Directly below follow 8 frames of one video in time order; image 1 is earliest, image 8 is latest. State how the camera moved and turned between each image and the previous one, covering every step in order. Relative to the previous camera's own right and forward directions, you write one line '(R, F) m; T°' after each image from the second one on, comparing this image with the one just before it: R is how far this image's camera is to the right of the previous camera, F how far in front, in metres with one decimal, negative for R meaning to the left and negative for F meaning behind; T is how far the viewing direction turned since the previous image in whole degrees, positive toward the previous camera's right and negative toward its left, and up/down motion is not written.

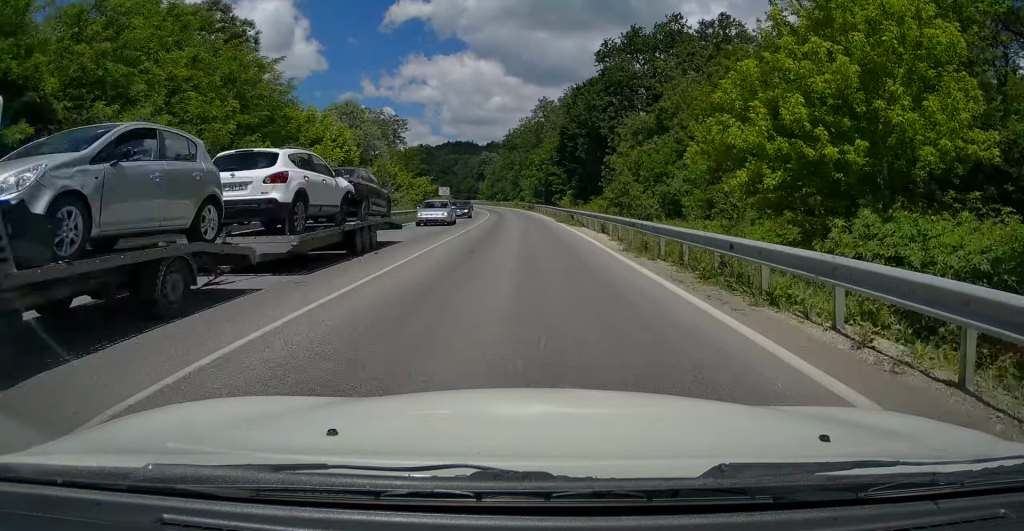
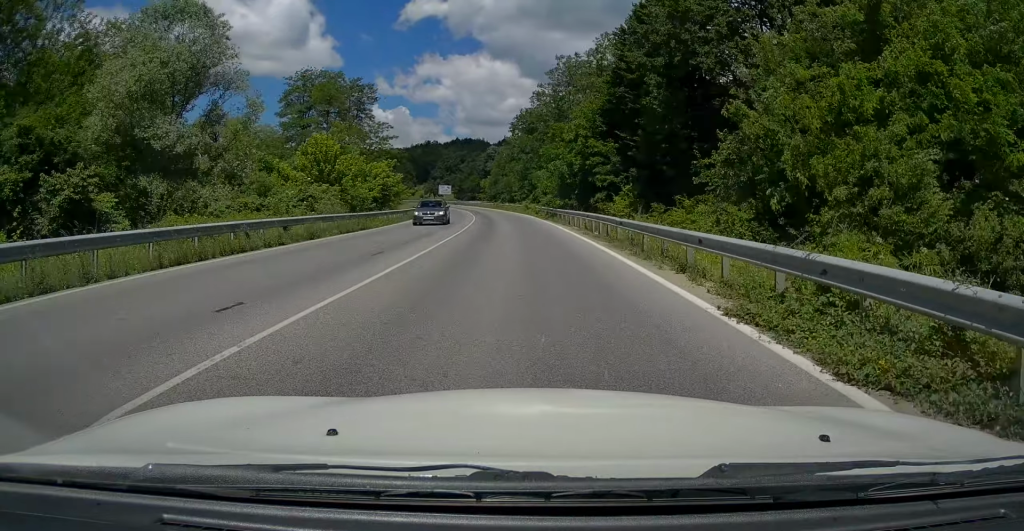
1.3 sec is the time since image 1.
(-0.4, +30.8) m; -1°
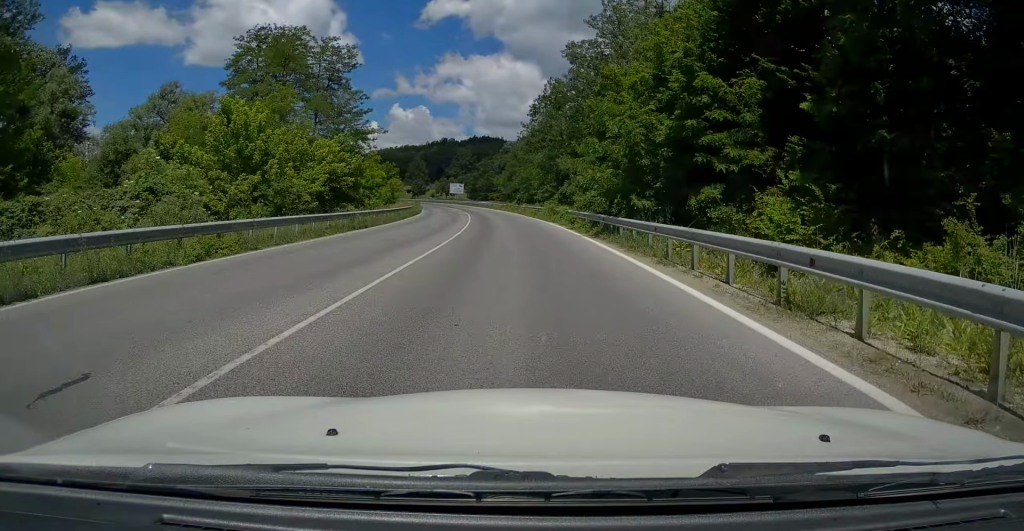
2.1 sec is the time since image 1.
(-0.2, +19.6) m; -1°
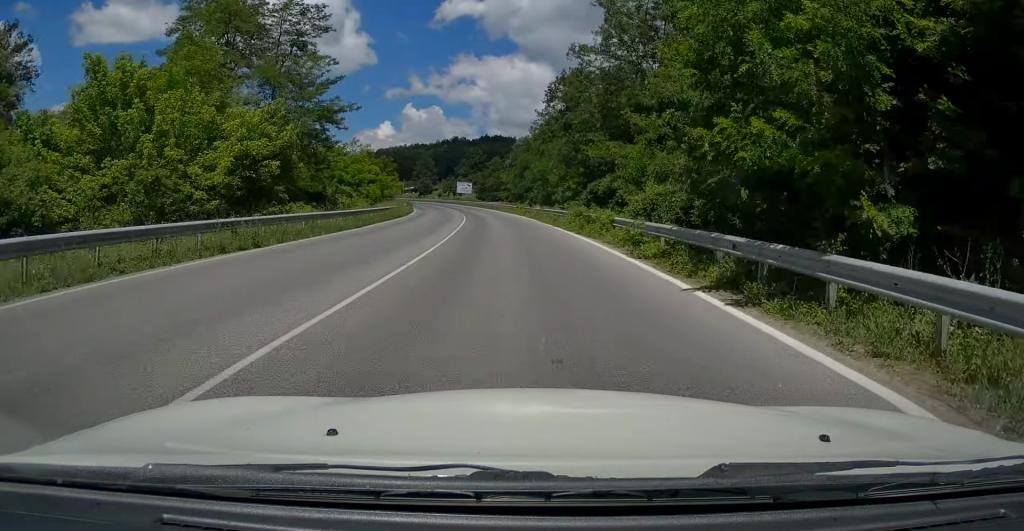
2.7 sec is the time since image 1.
(+0.1, +13.1) m; -1°
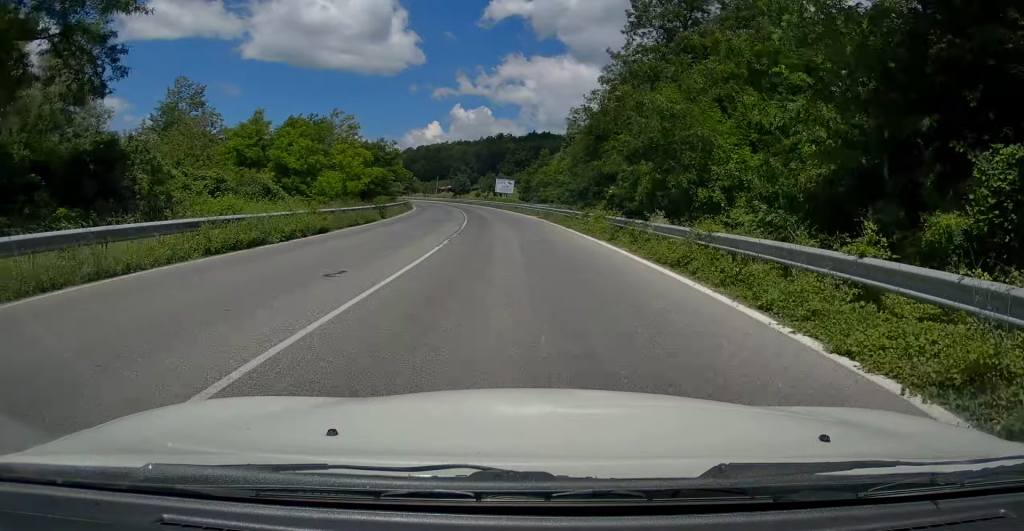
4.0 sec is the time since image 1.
(-1.2, +30.3) m; -4°
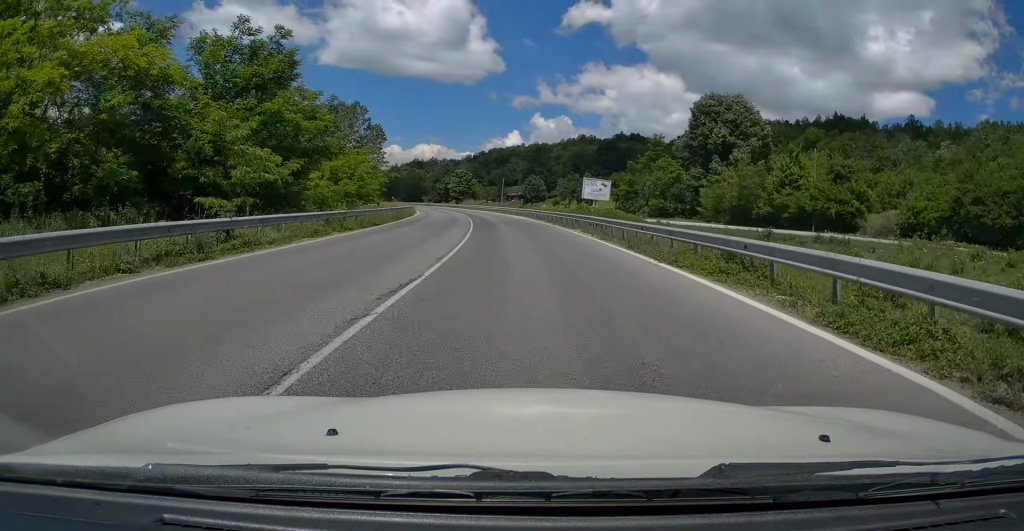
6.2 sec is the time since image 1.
(-1.9, +48.1) m; -5°
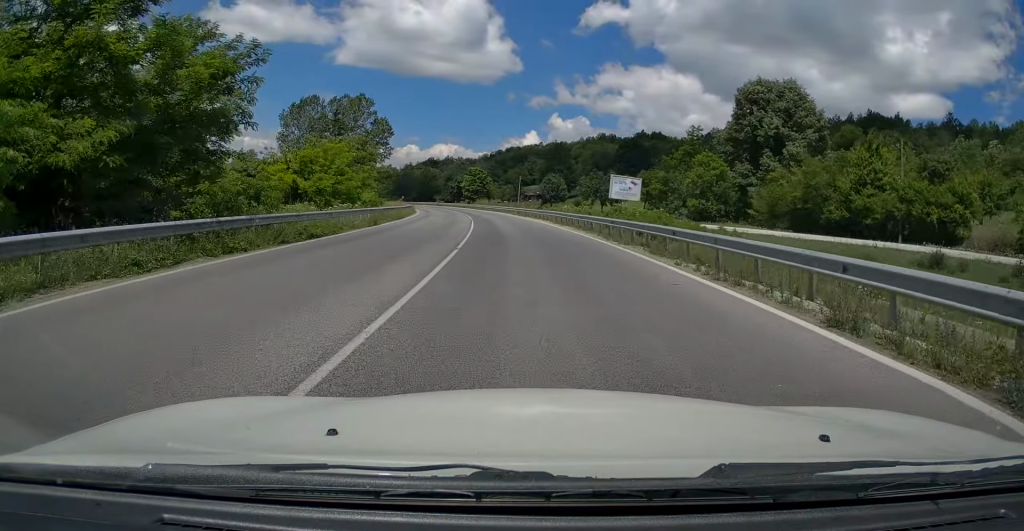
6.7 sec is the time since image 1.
(-0.3, +10.8) m; -1°
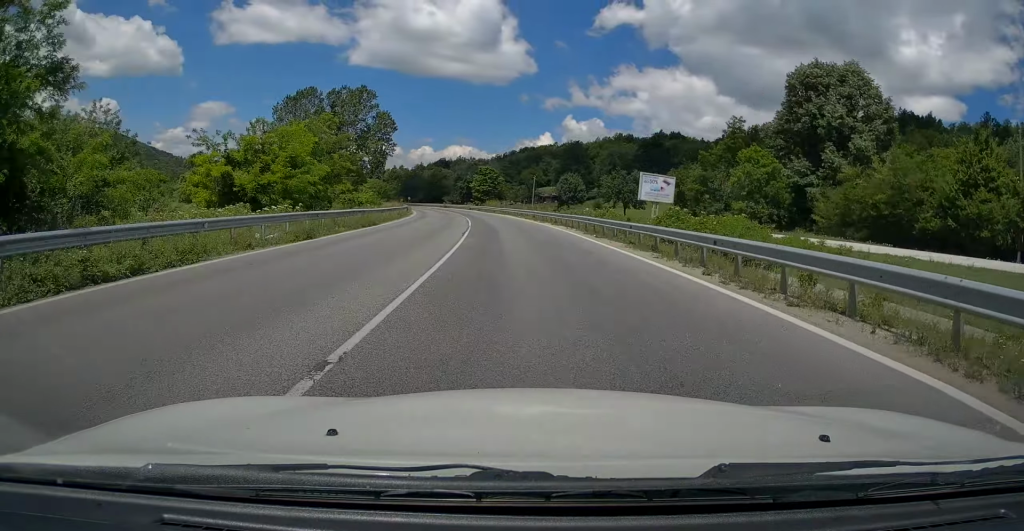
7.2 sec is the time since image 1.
(-0.1, +10.8) m; -2°
